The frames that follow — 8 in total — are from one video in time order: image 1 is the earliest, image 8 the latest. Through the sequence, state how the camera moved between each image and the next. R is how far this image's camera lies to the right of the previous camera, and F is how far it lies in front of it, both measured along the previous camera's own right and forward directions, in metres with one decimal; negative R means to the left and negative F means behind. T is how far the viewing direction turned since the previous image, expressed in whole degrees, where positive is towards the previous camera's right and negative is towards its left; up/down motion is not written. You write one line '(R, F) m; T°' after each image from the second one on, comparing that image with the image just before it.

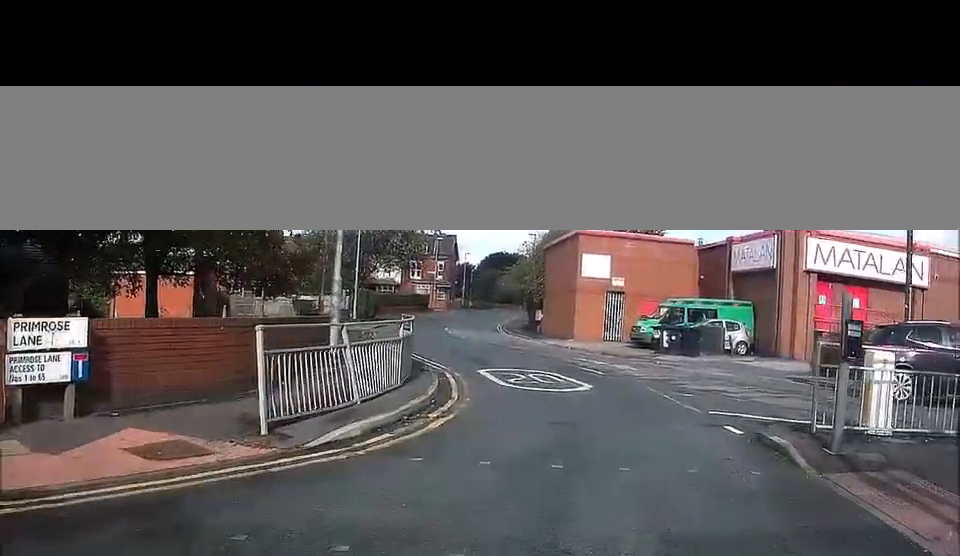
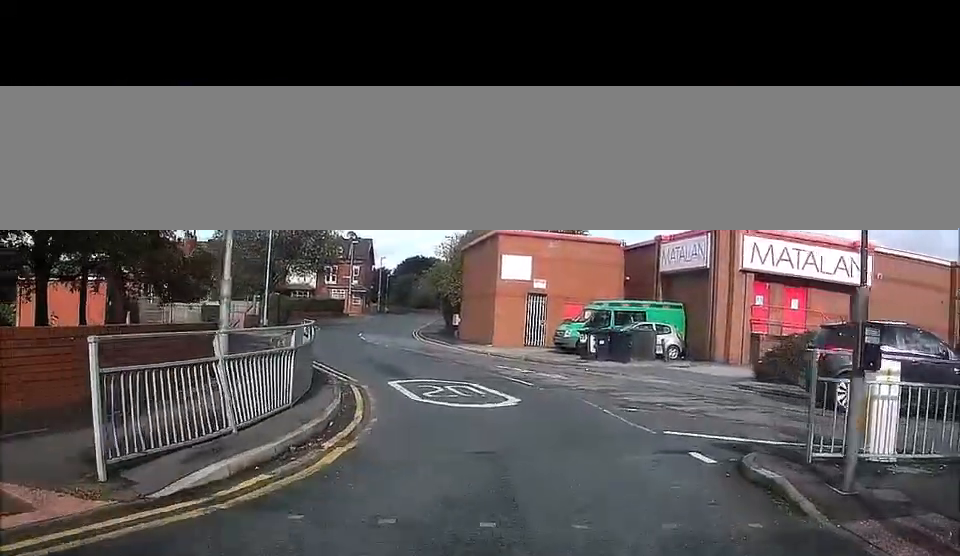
(+0.1, +2.0) m; +2°
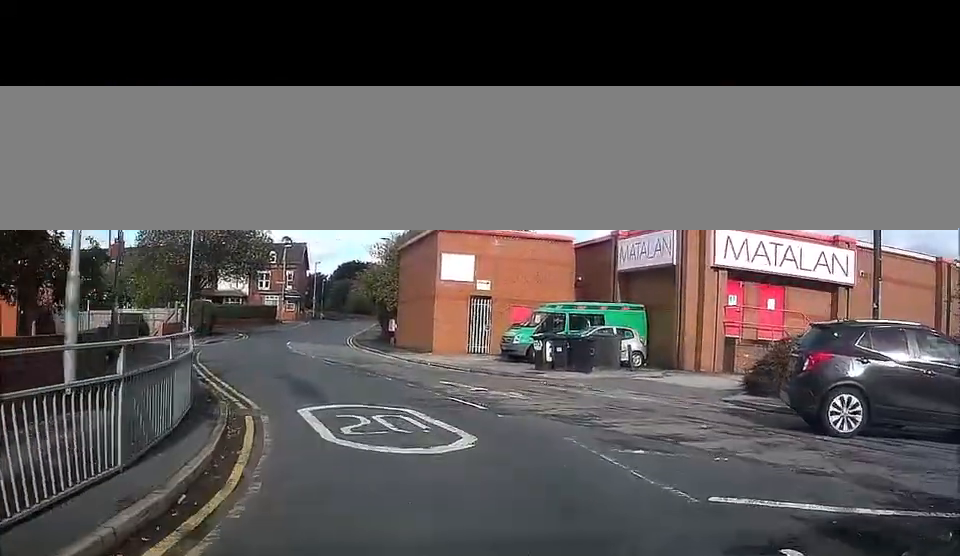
(+0.1, +3.8) m; -1°
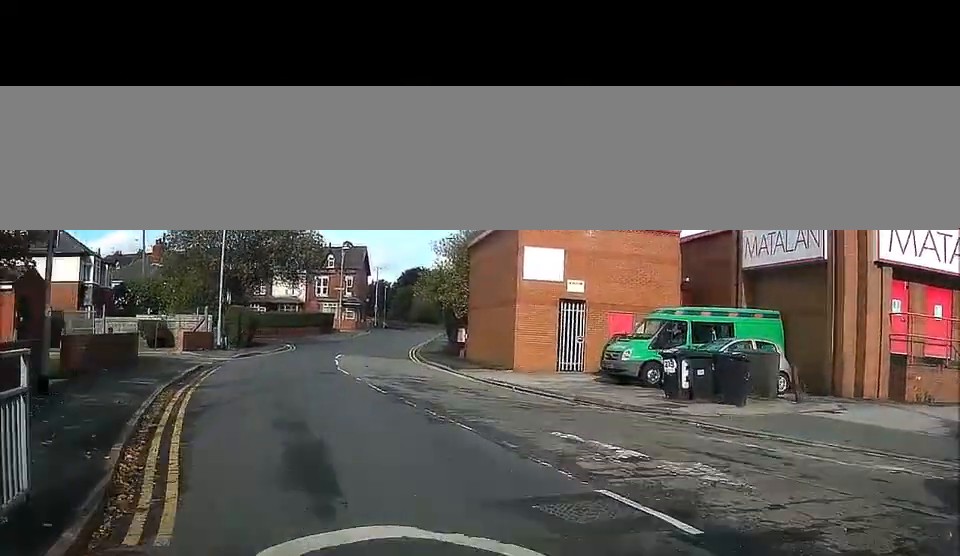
(-0.4, +7.1) m; -7°
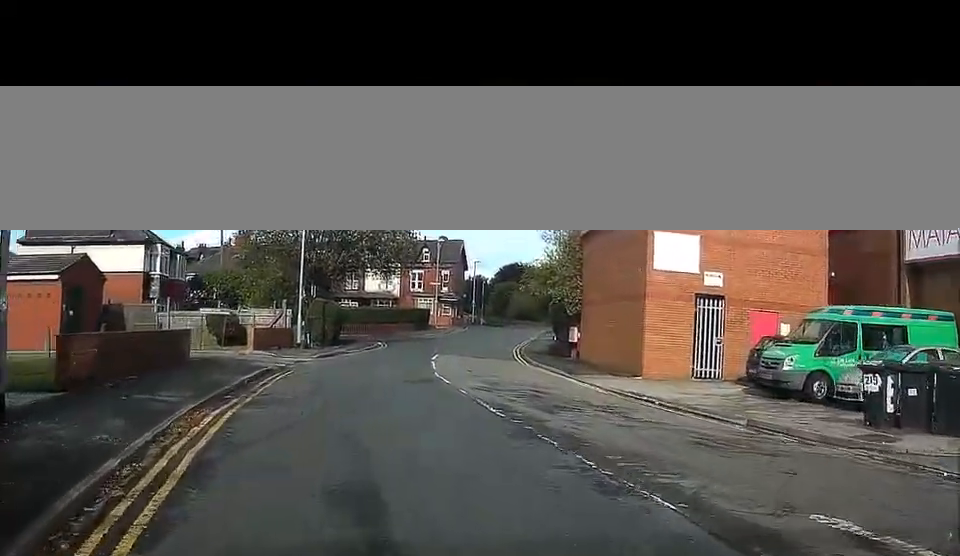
(-0.1, +3.8) m; -3°
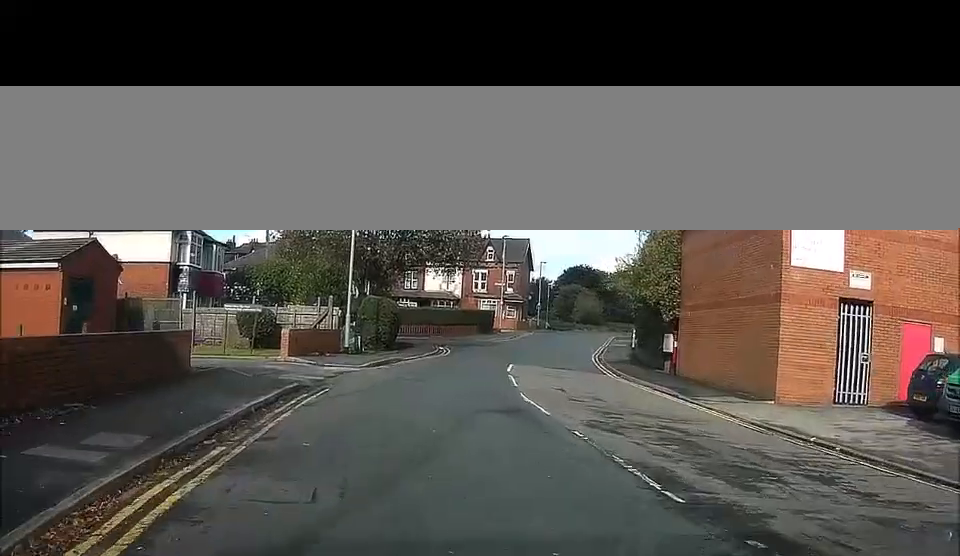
(-0.1, +4.0) m; -1°
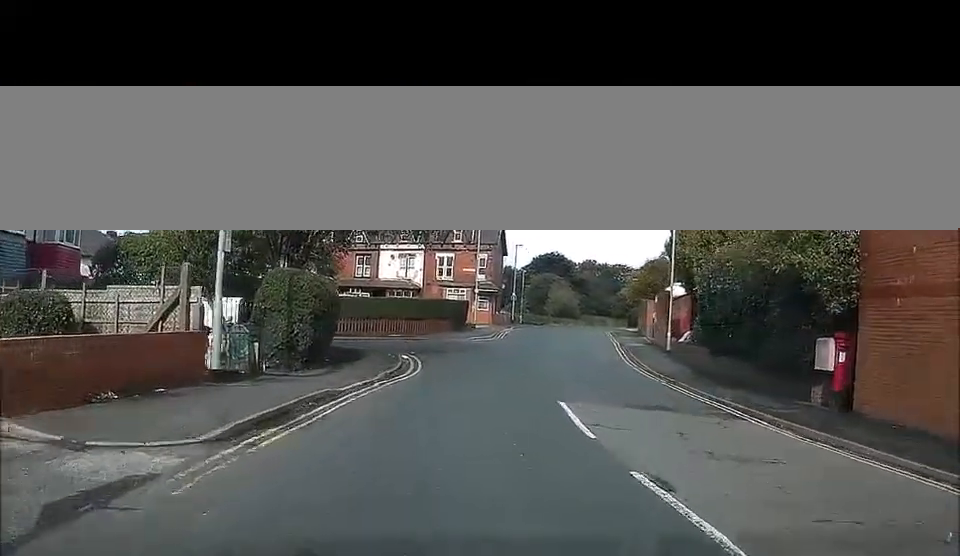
(+0.3, +11.9) m; +3°
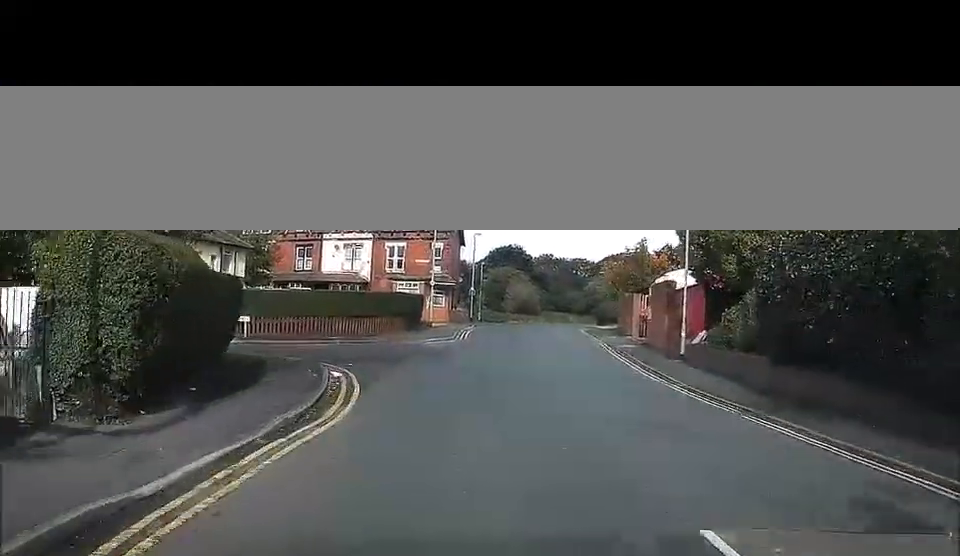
(+0.2, +10.1) m; +5°
